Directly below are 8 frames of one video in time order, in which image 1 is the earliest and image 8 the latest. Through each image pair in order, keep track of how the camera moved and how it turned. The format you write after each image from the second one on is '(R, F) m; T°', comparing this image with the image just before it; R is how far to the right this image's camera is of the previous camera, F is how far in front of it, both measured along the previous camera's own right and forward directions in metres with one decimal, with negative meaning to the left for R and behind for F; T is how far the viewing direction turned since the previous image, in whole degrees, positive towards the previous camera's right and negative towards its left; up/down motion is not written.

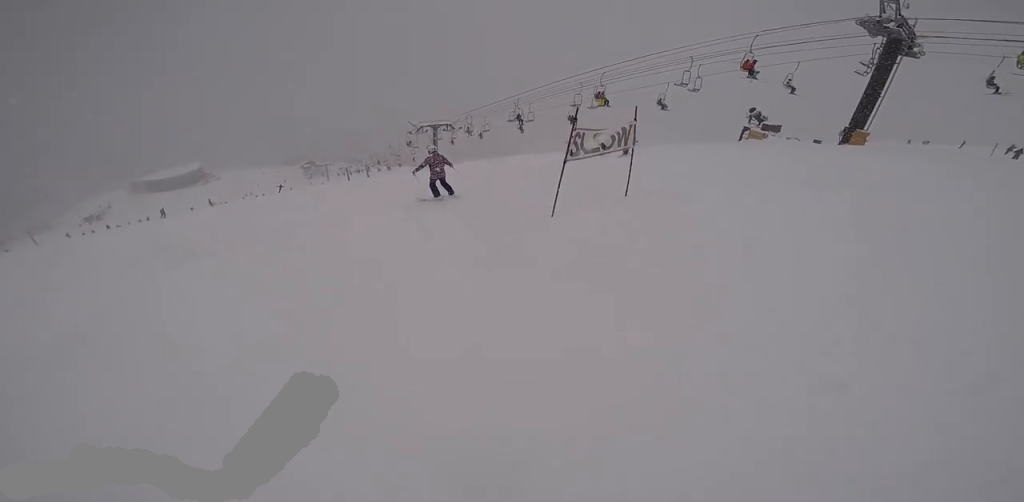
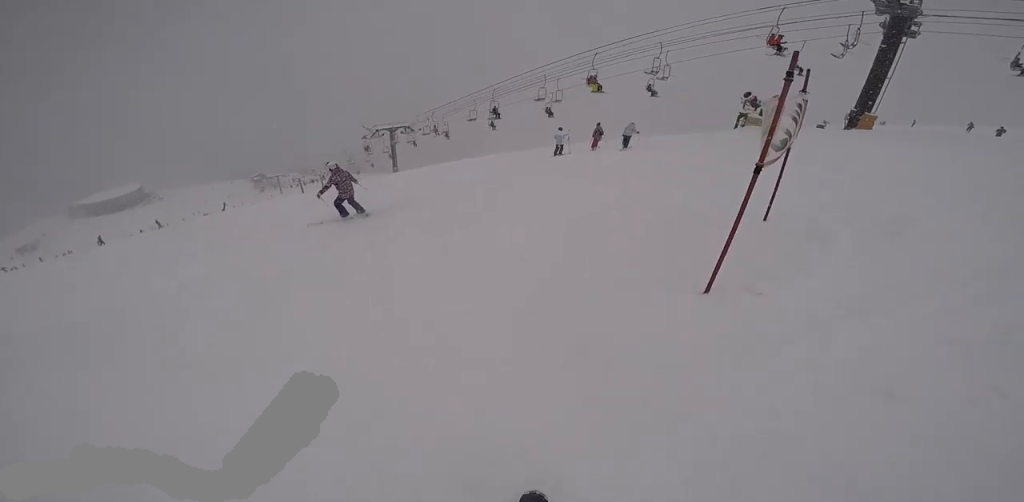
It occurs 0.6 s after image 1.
(+0.1, +2.9) m; +19°
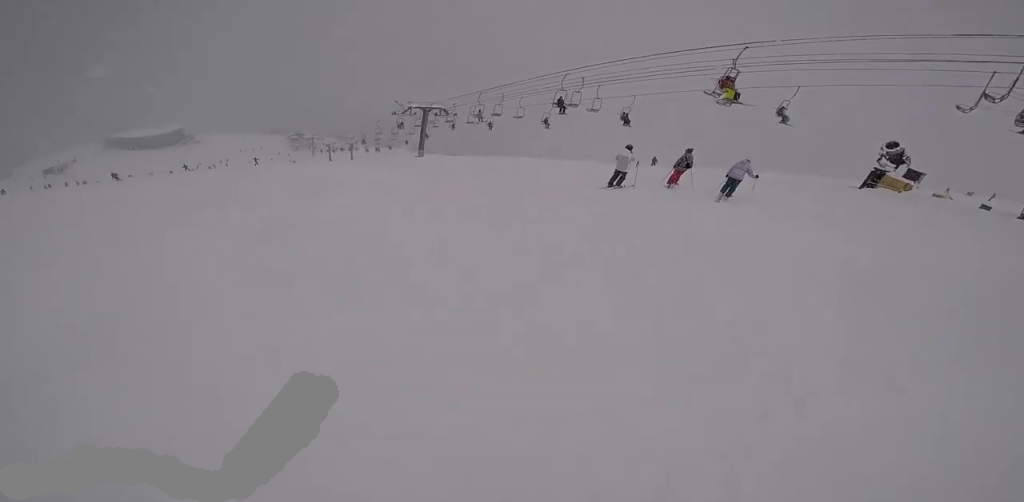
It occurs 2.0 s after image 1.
(+3.0, +6.7) m; +14°
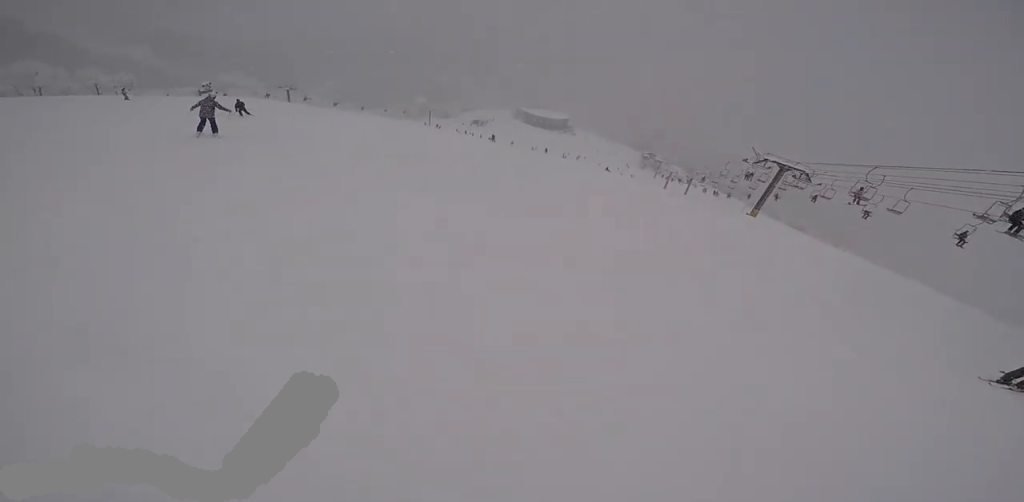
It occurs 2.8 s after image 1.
(-0.3, +3.4) m; -16°
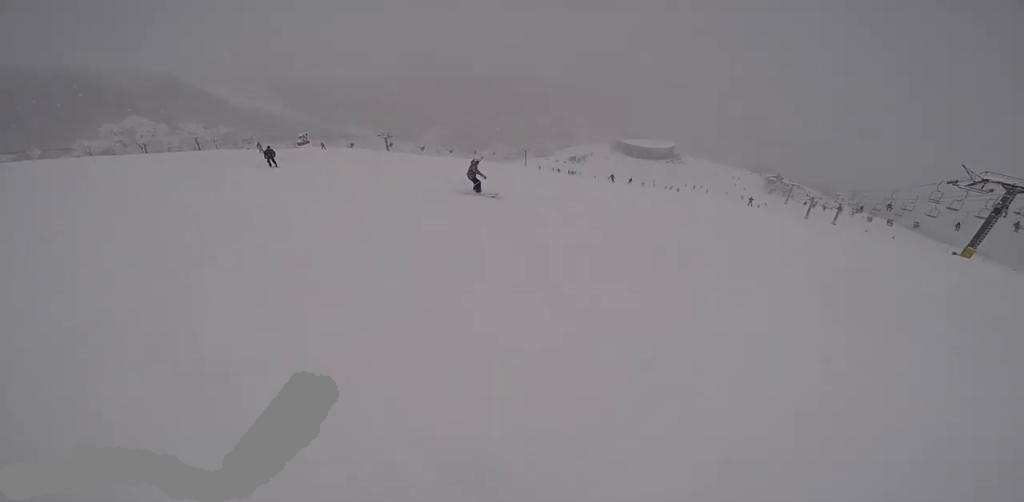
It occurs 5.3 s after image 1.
(-5.6, +8.4) m; -61°
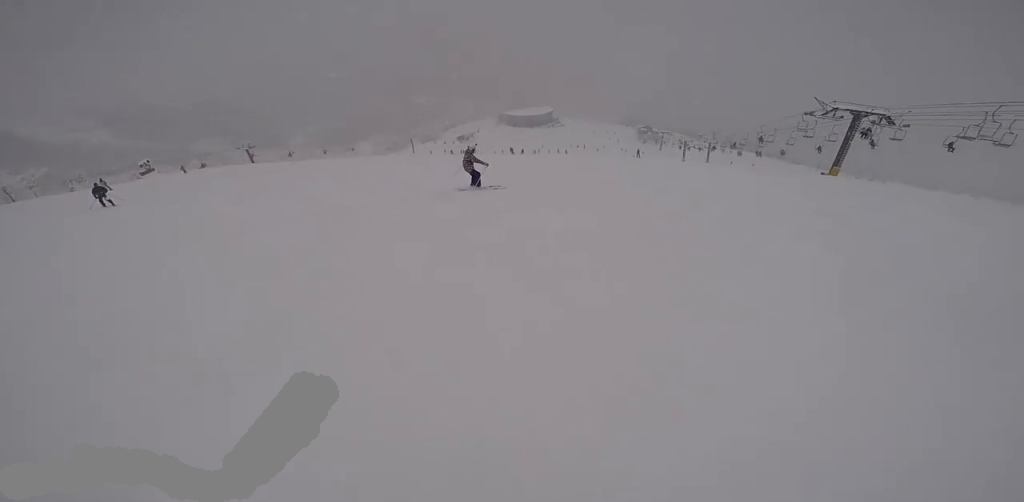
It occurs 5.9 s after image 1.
(-0.1, +2.5) m; +4°
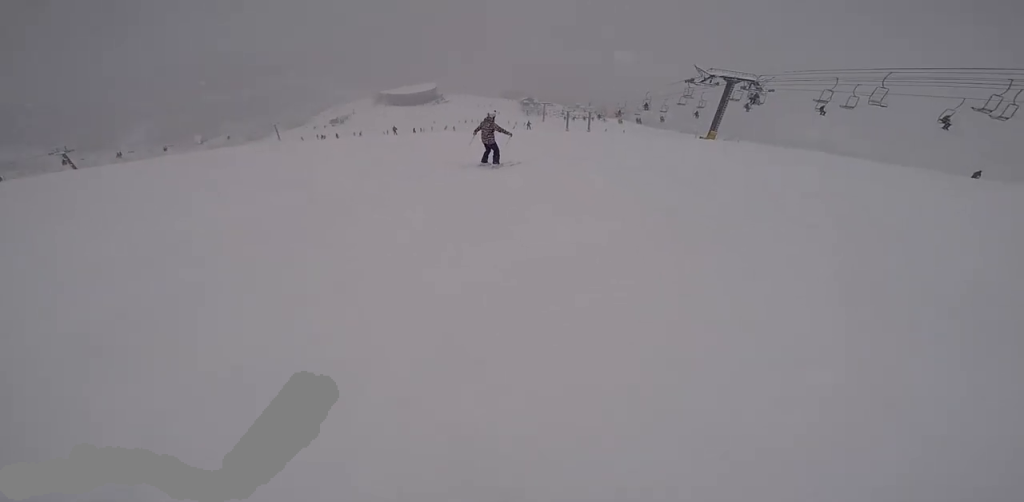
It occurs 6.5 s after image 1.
(-0.1, +2.9) m; +11°
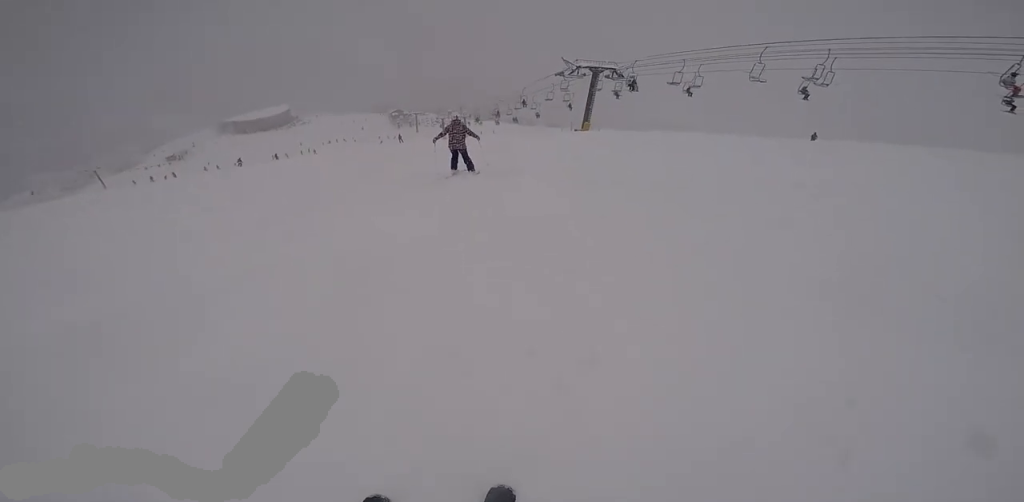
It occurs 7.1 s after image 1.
(+0.5, +2.5) m; +22°
